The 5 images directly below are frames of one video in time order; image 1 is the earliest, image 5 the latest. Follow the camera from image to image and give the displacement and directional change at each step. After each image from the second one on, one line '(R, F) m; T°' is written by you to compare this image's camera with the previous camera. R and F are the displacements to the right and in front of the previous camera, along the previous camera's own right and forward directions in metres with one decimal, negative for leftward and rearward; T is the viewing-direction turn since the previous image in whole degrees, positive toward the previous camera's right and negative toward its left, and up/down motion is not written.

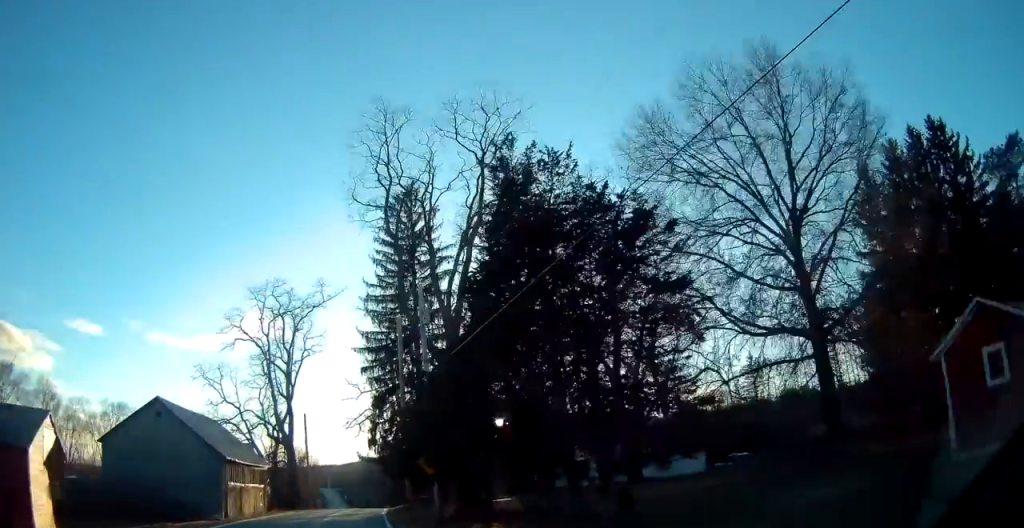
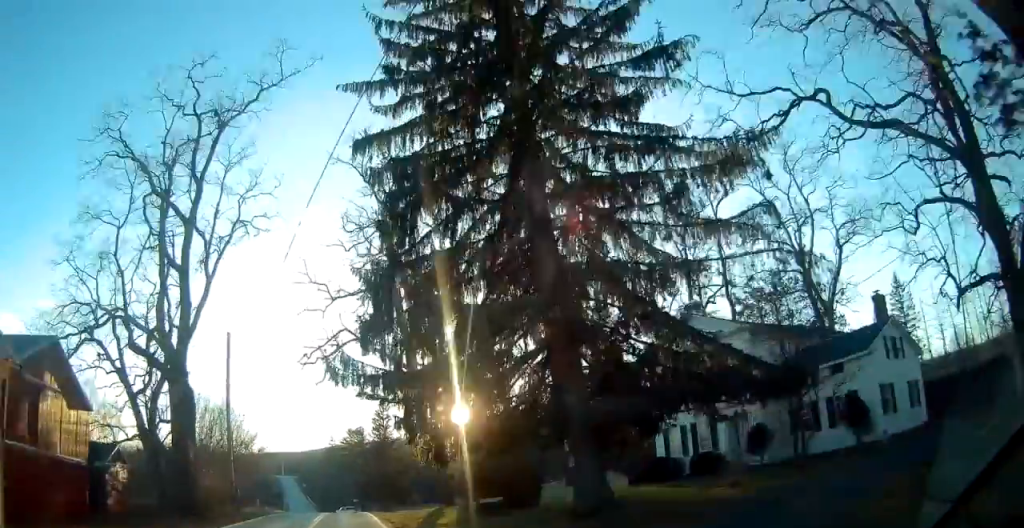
(+0.9, +33.8) m; +4°
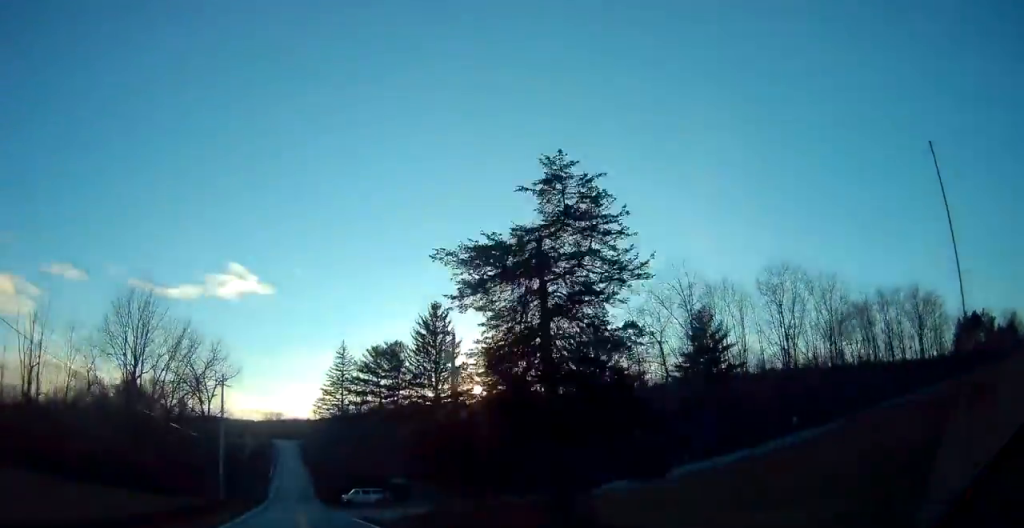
(+1.0, +68.8) m; -2°
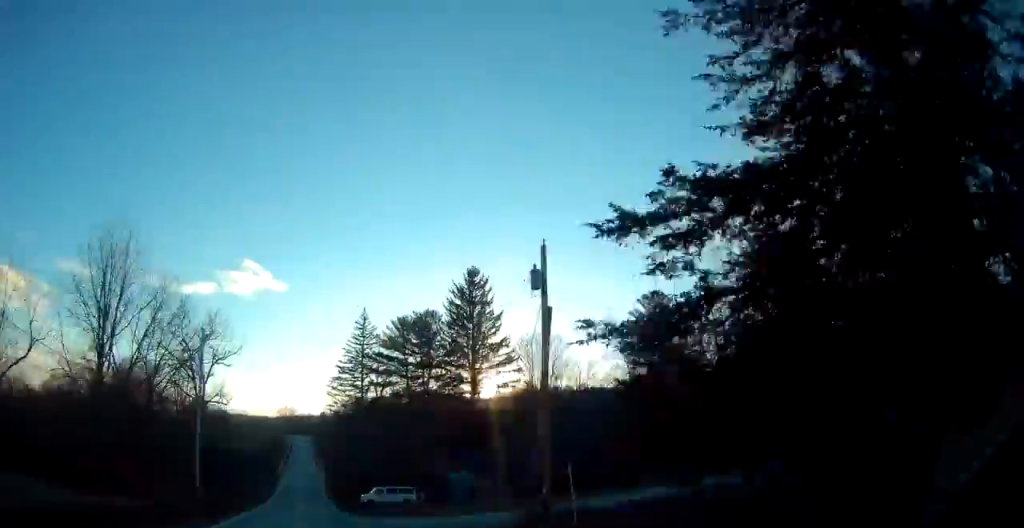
(-0.2, +13.5) m; -1°
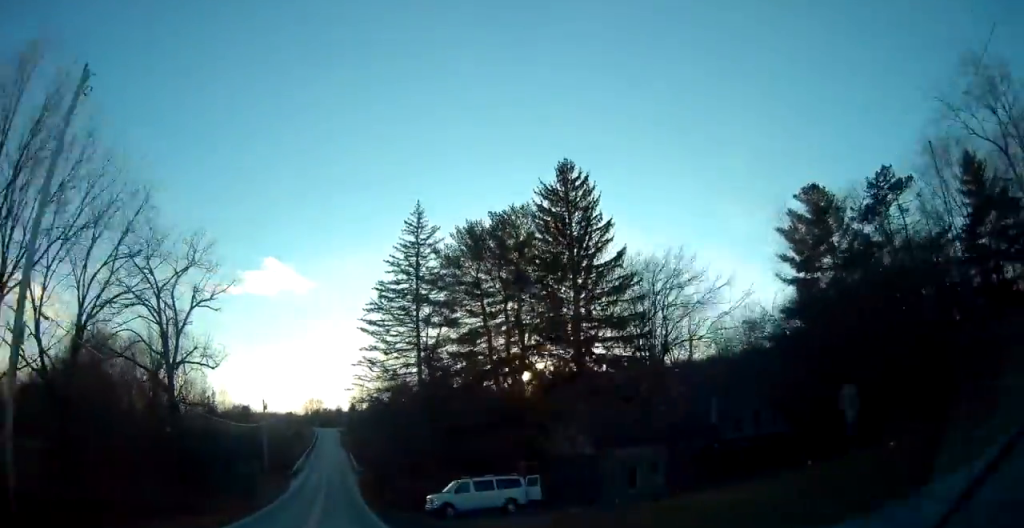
(-0.6, +25.3) m; -2°
